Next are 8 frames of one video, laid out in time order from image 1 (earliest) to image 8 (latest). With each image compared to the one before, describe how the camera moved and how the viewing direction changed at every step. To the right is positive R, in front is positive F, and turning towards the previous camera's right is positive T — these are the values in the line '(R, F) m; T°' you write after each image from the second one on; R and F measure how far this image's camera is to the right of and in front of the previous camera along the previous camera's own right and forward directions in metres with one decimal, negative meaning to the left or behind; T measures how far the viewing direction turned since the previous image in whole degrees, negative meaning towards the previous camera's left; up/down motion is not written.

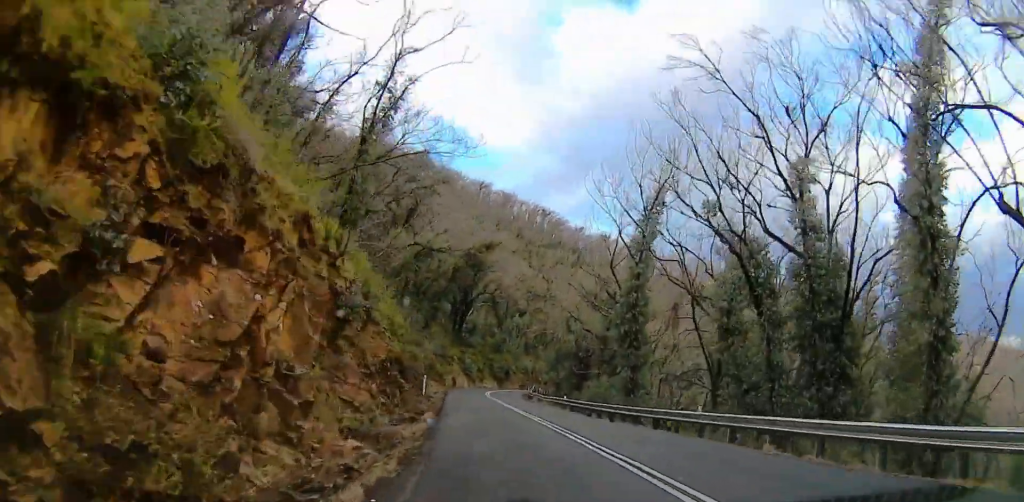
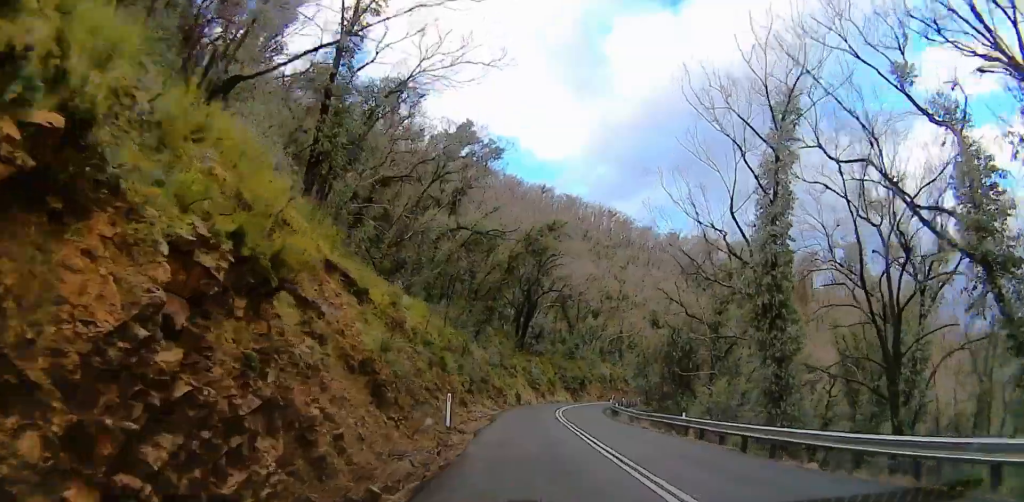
(-1.3, +14.3) m; -5°
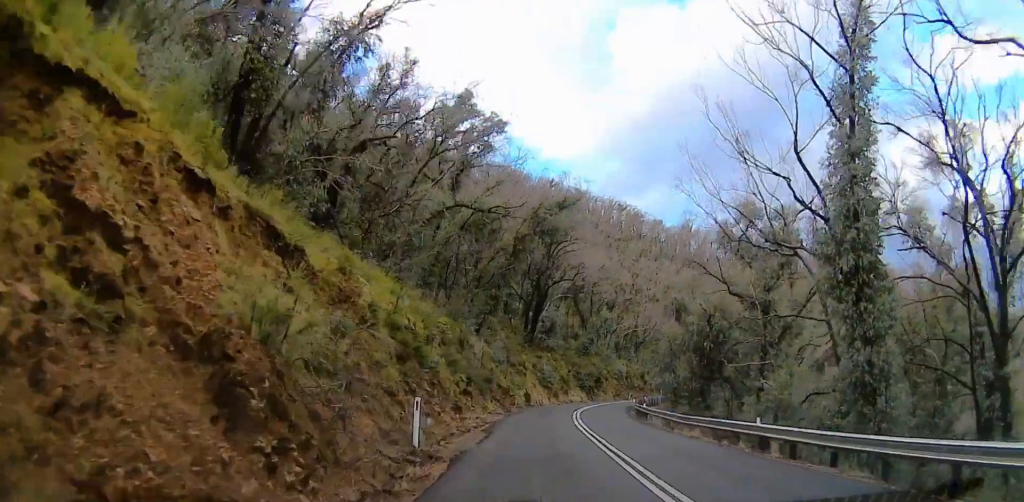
(-0.1, +6.9) m; -1°
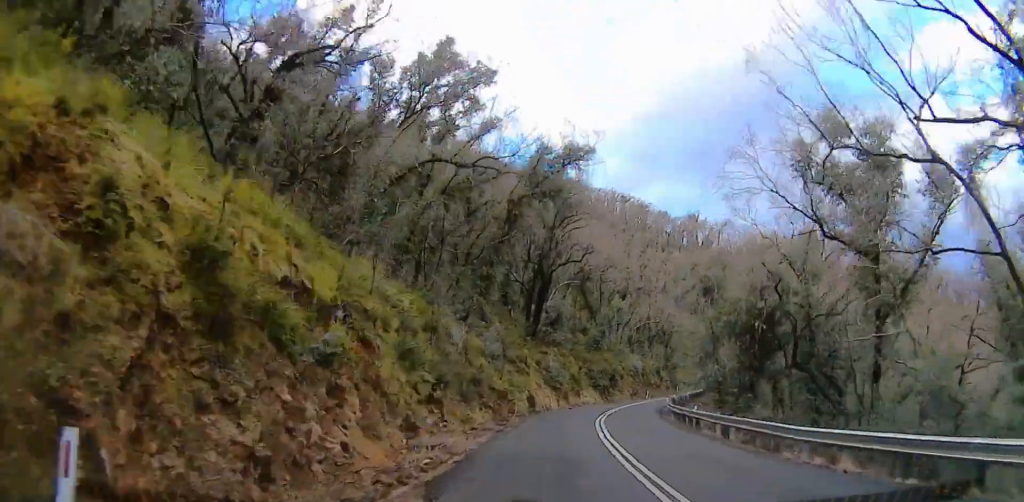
(0.0, +10.2) m; 0°
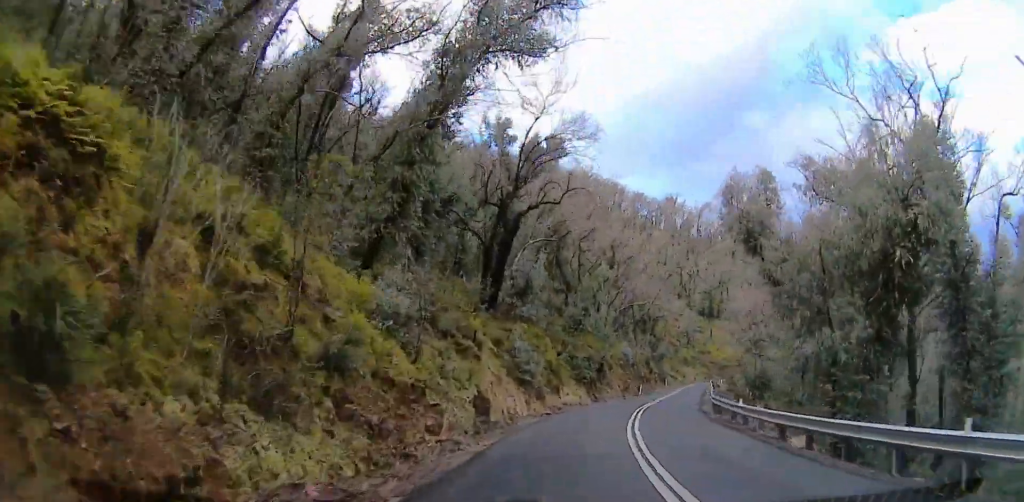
(+0.1, +18.7) m; +2°
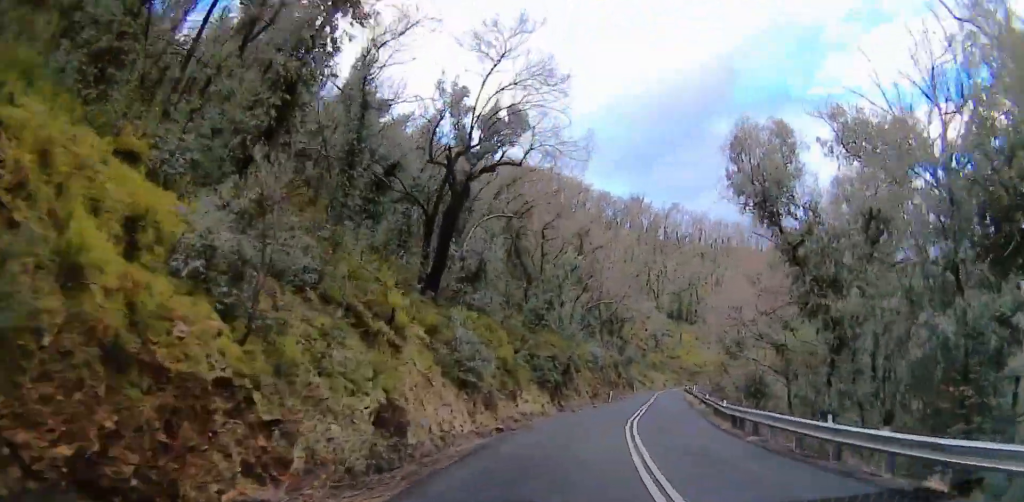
(+0.3, +8.6) m; +3°
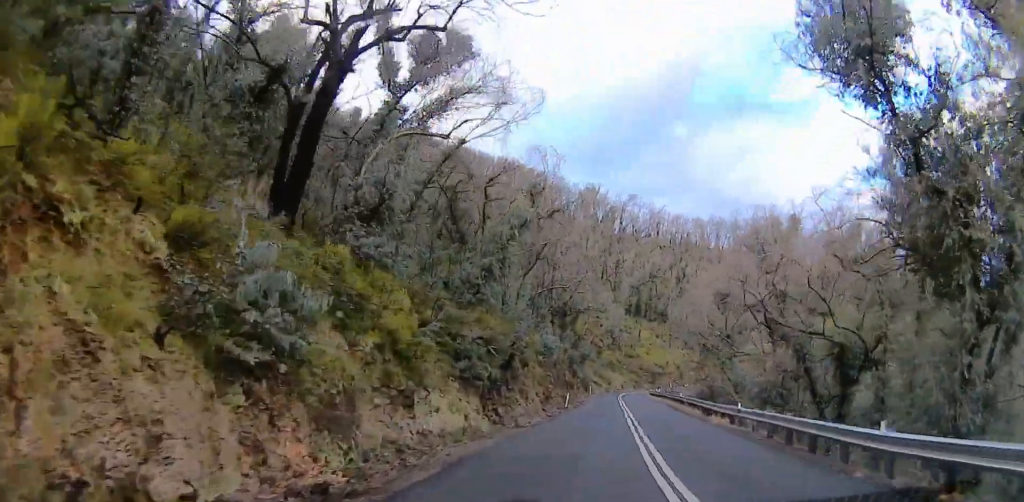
(+0.6, +14.4) m; +4°
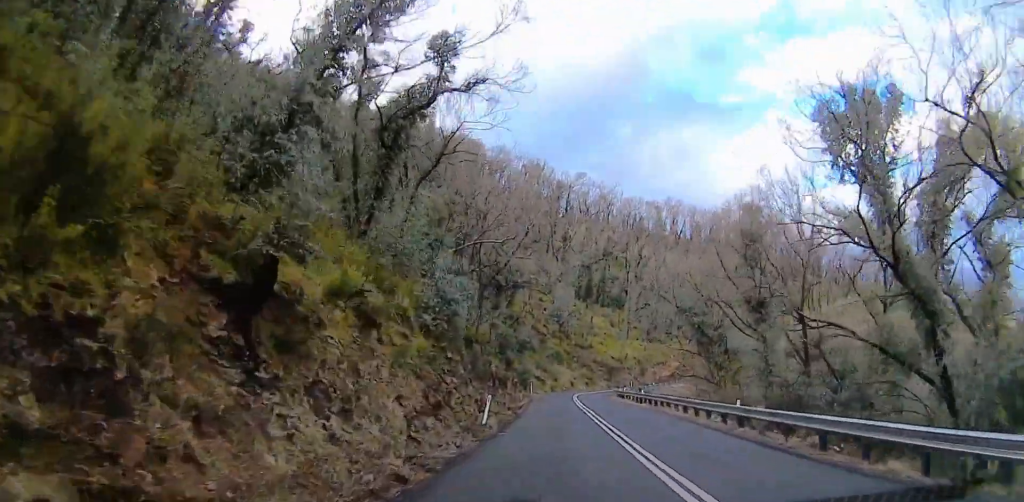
(+0.9, +22.7) m; +5°
